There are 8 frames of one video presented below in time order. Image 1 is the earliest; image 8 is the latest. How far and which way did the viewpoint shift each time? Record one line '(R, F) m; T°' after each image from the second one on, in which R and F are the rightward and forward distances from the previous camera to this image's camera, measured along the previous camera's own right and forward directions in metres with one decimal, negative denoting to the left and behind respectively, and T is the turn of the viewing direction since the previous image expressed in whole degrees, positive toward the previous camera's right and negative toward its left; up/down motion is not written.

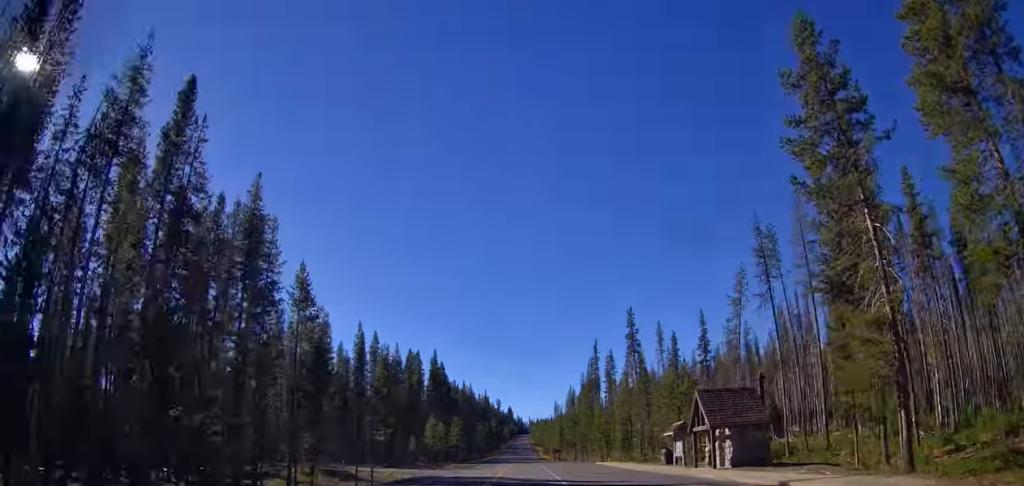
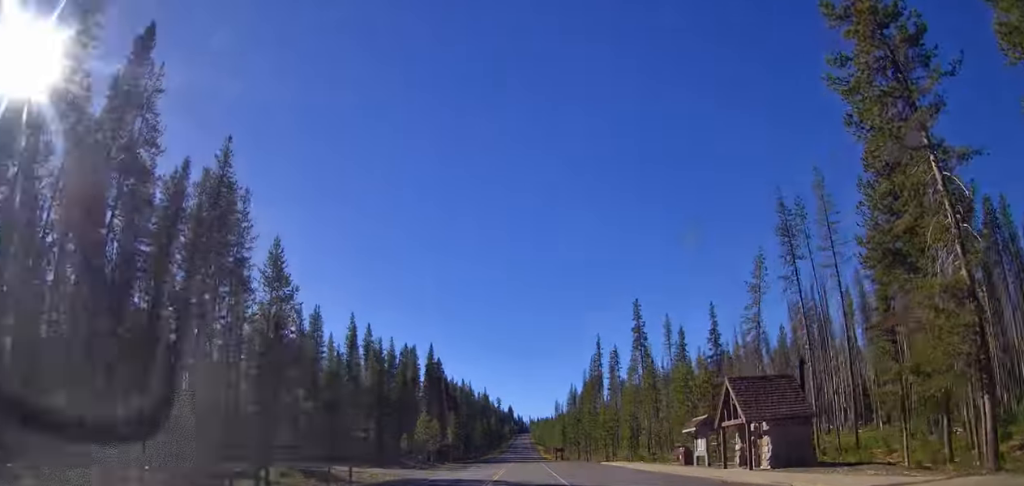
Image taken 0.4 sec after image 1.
(-0.2, +4.9) m; +1°
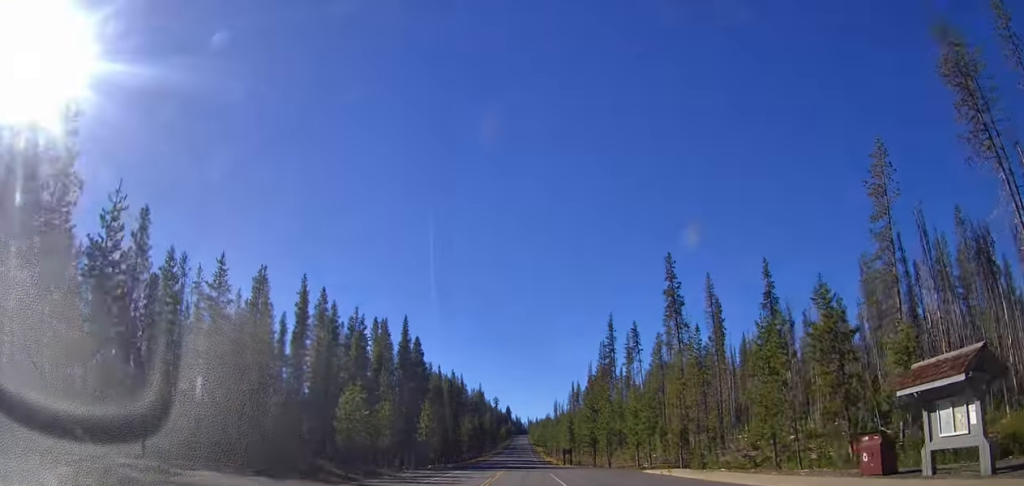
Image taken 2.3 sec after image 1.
(+0.6, +22.3) m; 0°
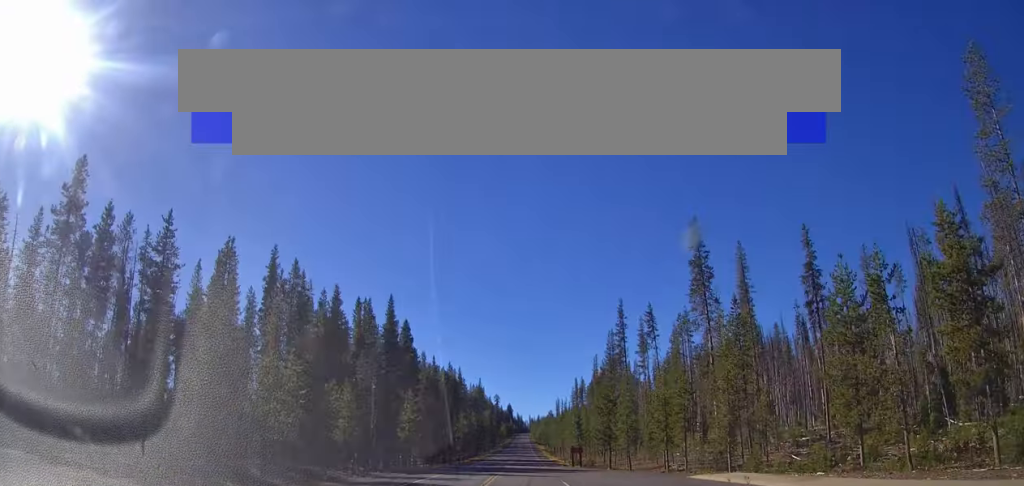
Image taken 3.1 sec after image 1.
(0.0, +10.6) m; 0°
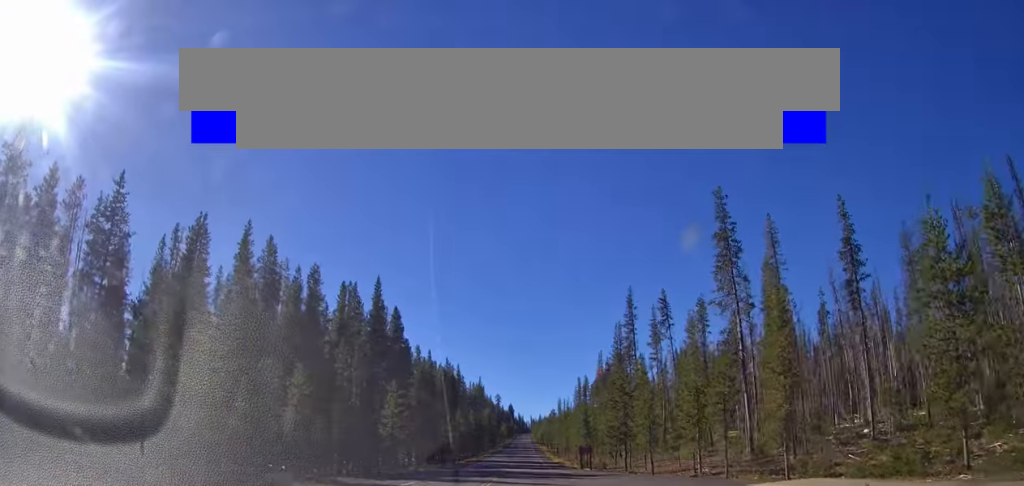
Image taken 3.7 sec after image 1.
(0.0, +7.7) m; +1°
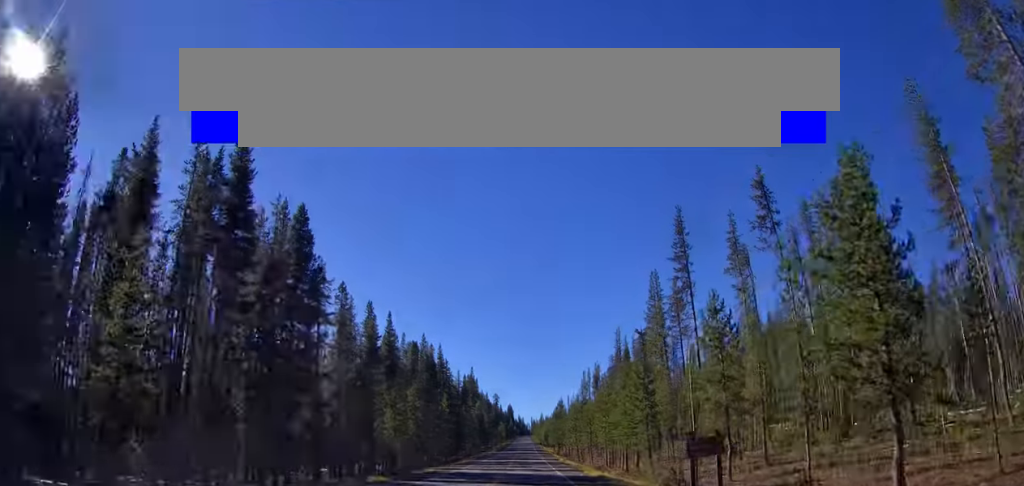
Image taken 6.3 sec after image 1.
(-0.4, +34.9) m; -3°
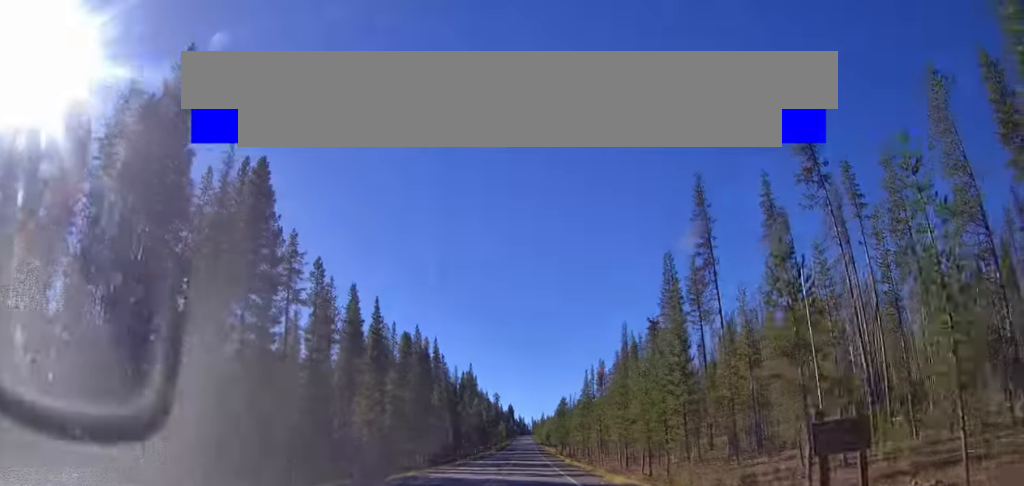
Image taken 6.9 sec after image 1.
(+0.2, +8.3) m; +2°
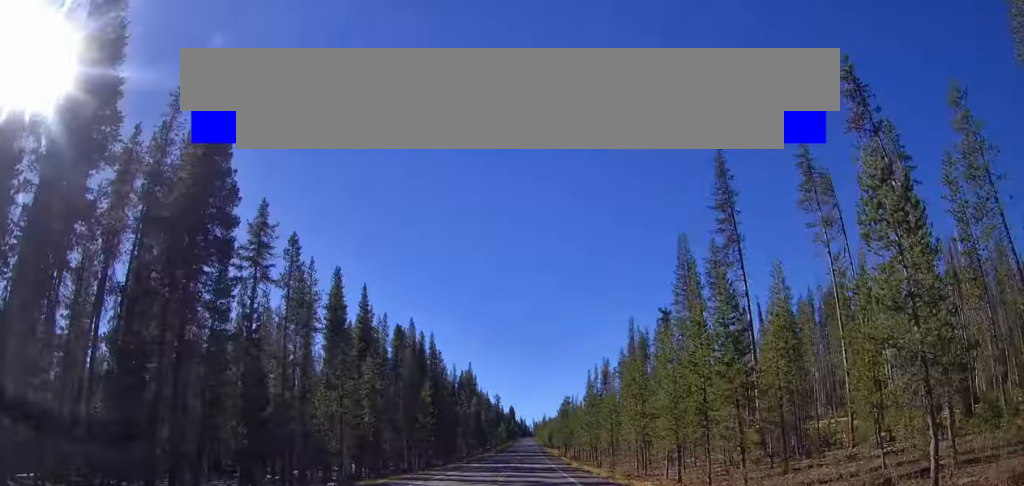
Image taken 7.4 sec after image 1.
(0.0, +7.0) m; +1°
